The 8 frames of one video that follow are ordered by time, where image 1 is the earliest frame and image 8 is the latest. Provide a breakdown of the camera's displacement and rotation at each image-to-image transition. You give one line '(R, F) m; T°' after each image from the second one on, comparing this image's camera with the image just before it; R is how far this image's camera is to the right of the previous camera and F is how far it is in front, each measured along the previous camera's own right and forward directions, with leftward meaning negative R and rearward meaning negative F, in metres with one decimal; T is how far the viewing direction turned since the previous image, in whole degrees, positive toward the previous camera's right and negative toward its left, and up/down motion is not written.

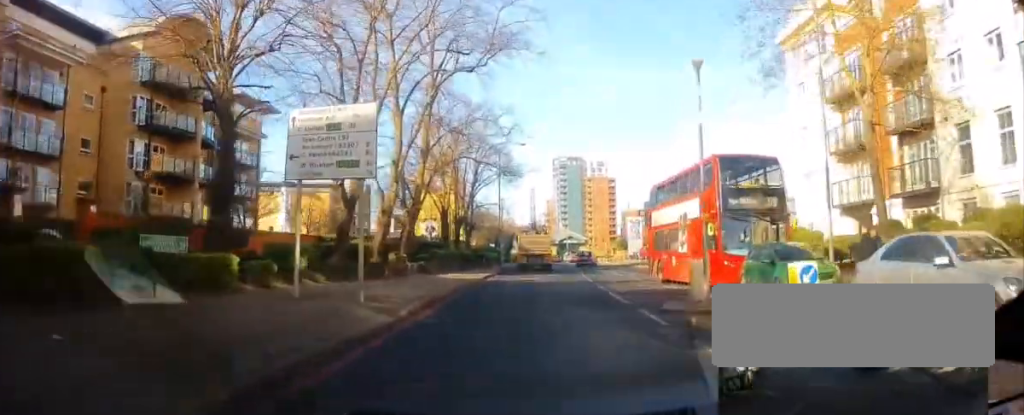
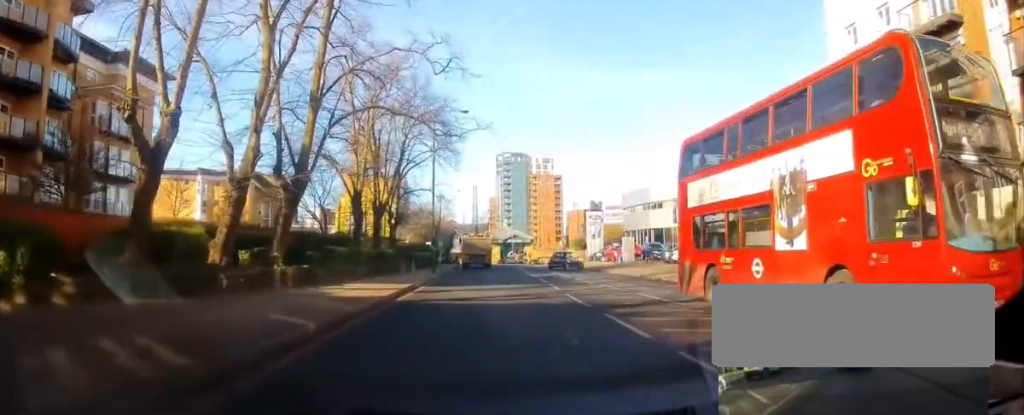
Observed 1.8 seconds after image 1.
(+1.1, +11.7) m; +11°
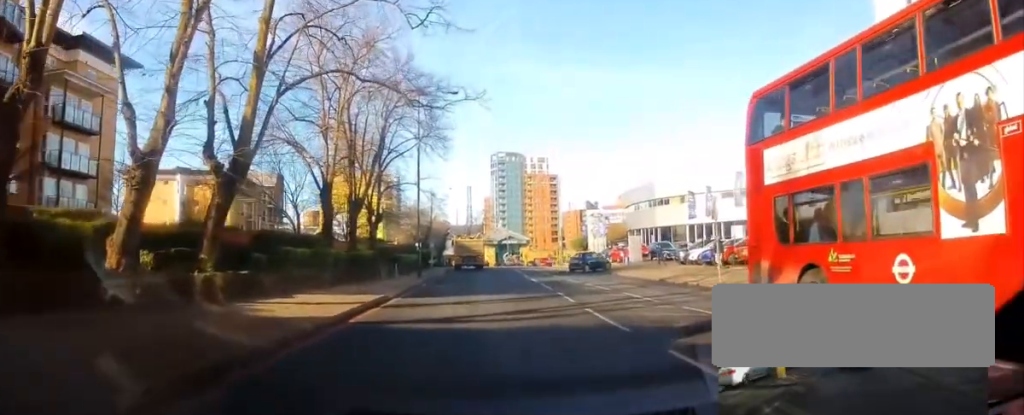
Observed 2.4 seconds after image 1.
(+0.3, +4.9) m; +3°
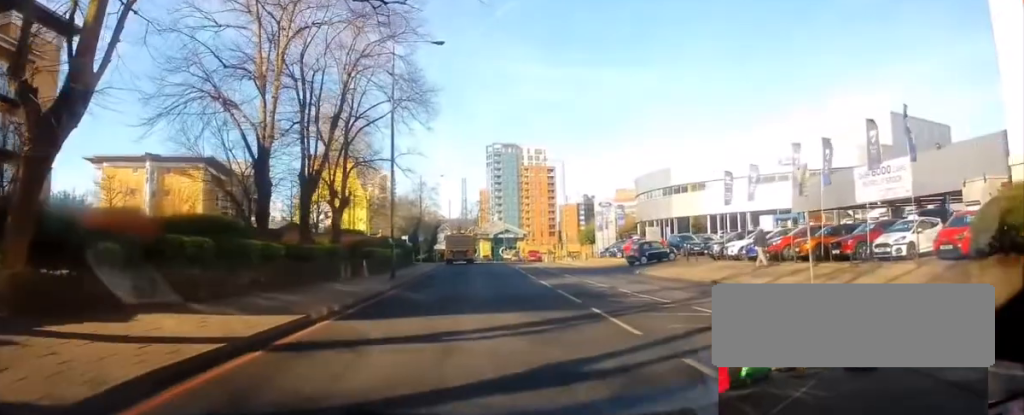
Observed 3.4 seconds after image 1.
(0.0, +7.2) m; 0°
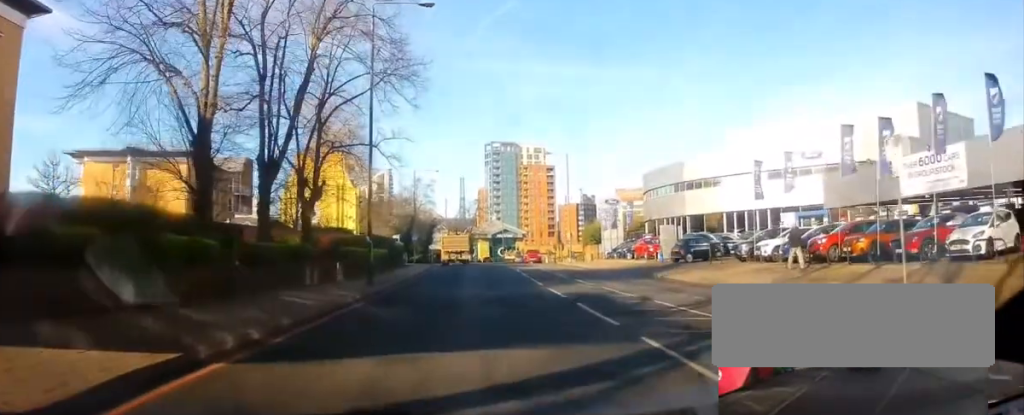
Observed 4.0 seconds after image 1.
(0.0, +4.2) m; -3°
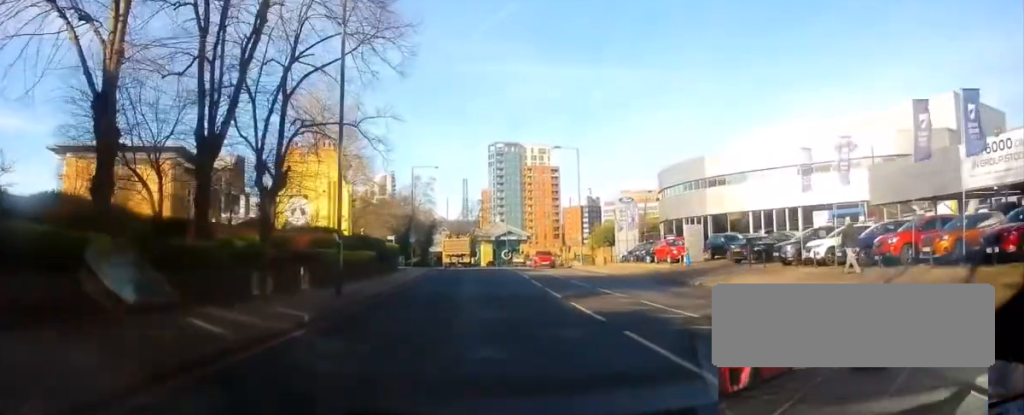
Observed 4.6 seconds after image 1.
(0.0, +4.5) m; -2°
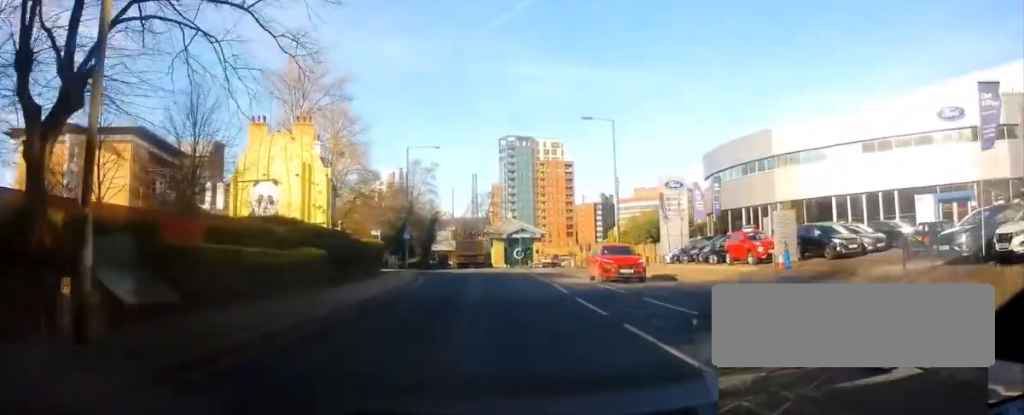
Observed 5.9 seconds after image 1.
(-0.4, +10.2) m; -2°
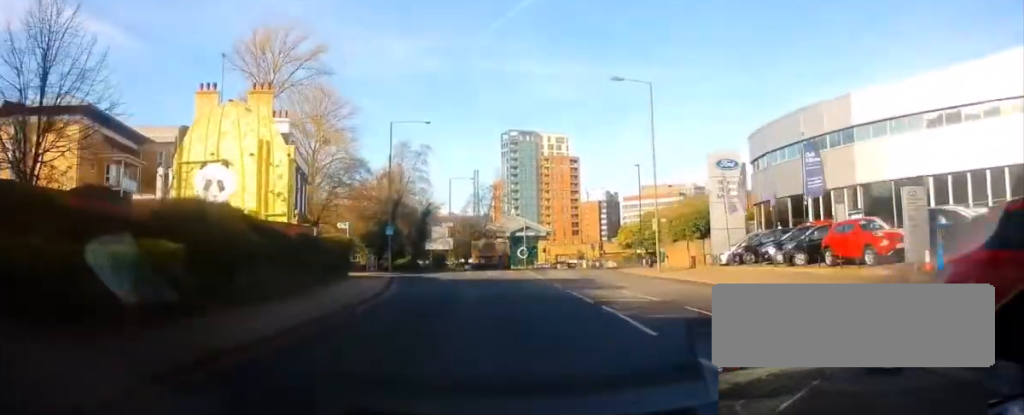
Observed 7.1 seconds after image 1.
(-0.1, +9.4) m; -3°
